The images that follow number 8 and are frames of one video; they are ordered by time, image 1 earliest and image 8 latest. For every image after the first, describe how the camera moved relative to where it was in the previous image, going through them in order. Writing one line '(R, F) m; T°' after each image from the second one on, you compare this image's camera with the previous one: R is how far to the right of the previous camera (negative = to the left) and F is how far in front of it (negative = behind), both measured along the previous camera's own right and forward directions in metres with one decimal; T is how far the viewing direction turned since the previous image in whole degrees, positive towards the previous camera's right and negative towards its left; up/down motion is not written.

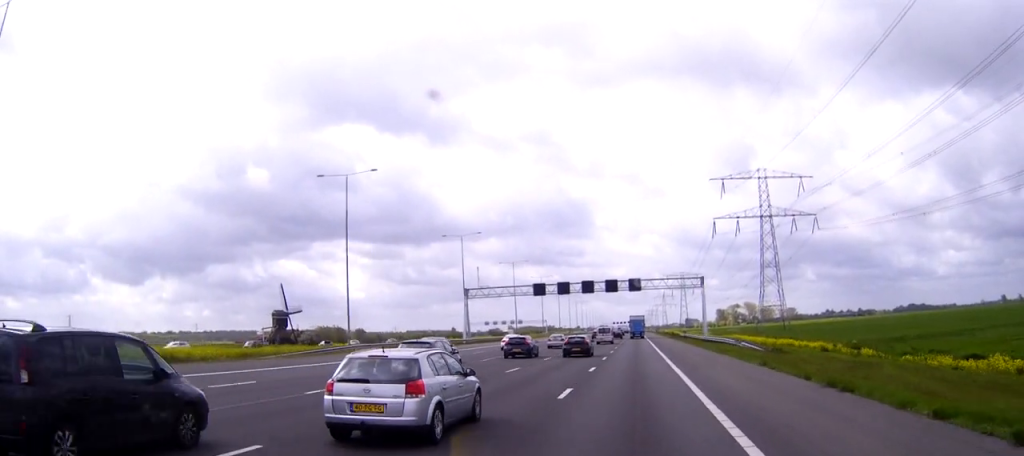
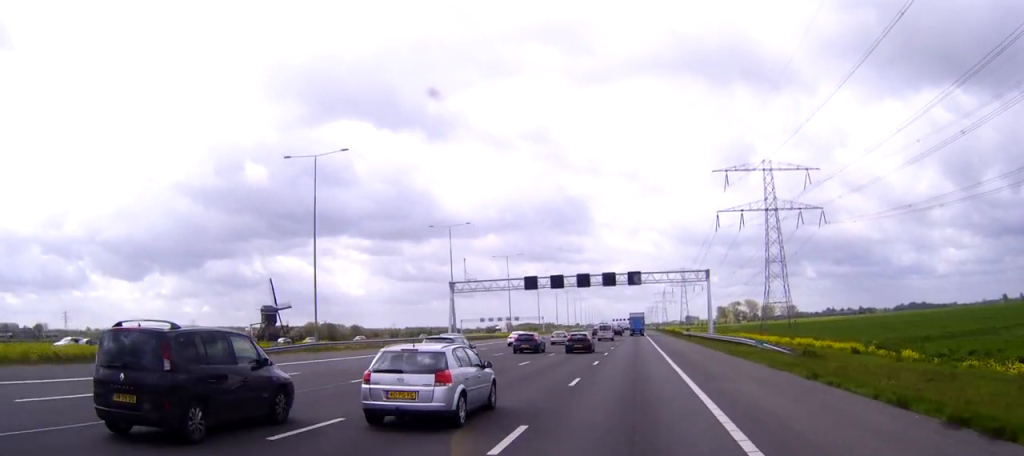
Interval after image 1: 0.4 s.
(0.0, +8.6) m; 0°
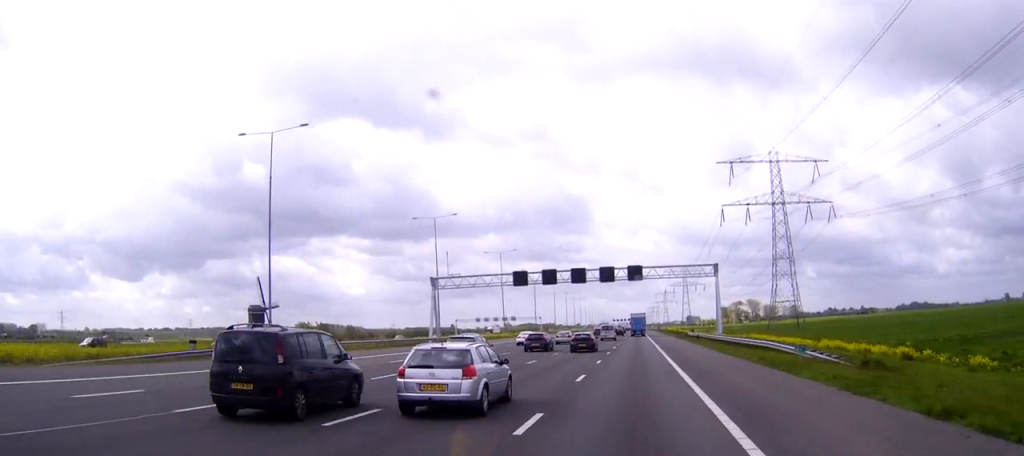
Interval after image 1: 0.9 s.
(0.0, +9.9) m; 0°
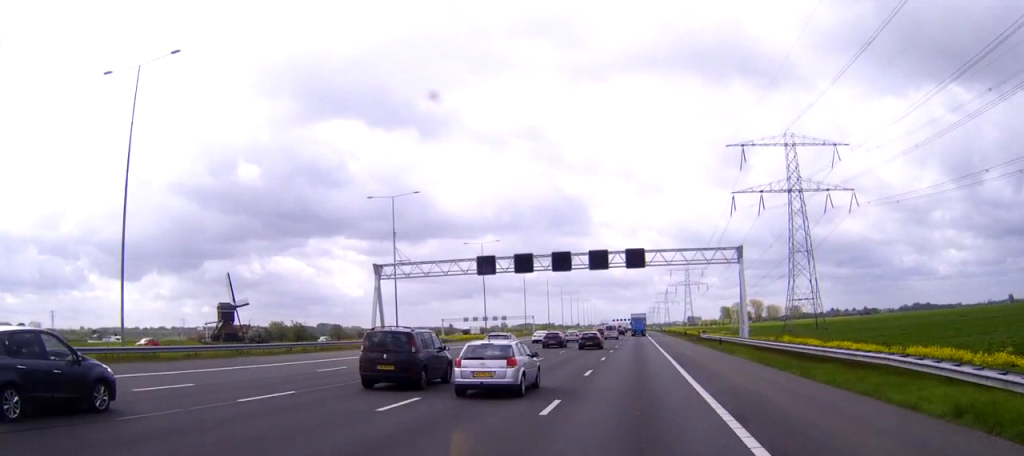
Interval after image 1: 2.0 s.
(-0.1, +21.2) m; 0°
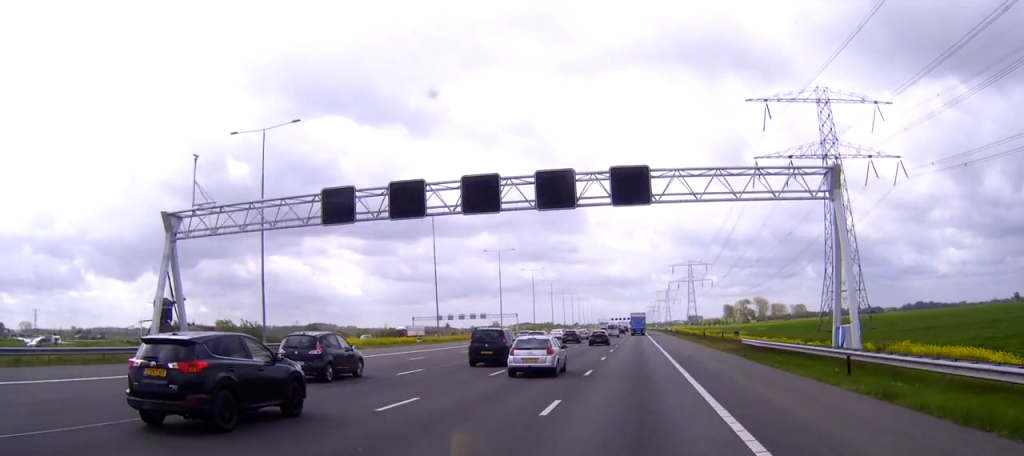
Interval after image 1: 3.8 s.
(+0.1, +36.0) m; 0°
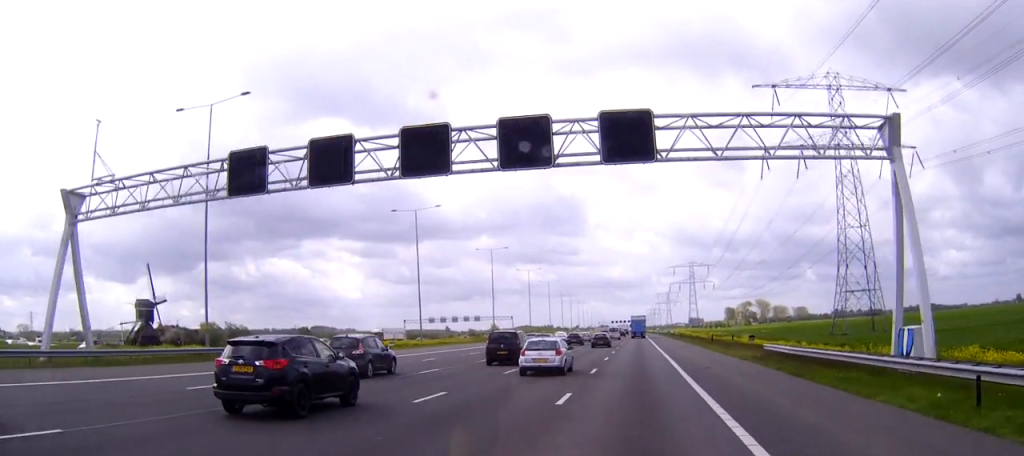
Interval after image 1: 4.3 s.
(0.0, +9.3) m; 0°
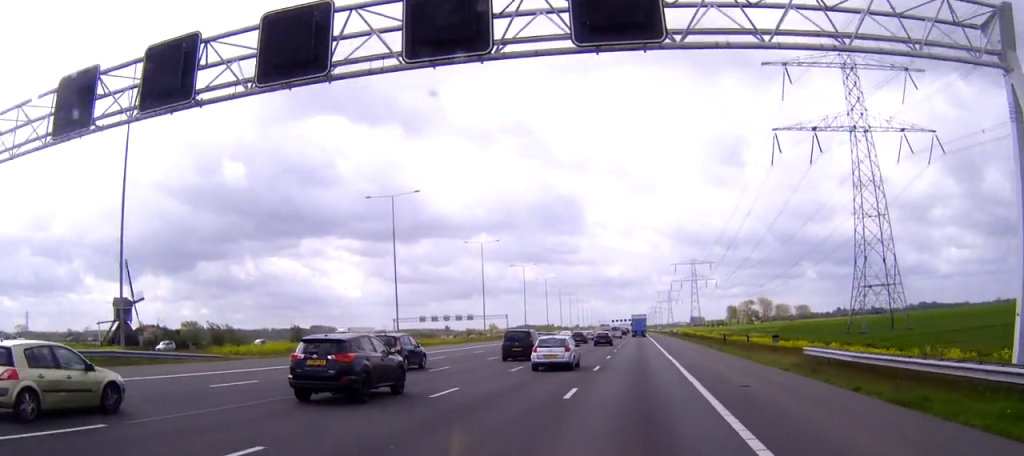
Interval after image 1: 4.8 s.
(0.0, +10.7) m; 0°
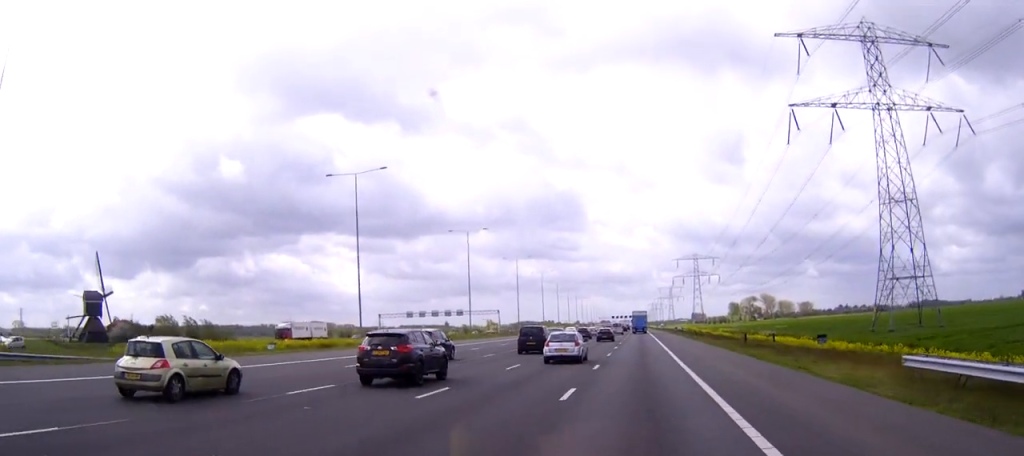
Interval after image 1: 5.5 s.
(0.0, +13.4) m; 0°
